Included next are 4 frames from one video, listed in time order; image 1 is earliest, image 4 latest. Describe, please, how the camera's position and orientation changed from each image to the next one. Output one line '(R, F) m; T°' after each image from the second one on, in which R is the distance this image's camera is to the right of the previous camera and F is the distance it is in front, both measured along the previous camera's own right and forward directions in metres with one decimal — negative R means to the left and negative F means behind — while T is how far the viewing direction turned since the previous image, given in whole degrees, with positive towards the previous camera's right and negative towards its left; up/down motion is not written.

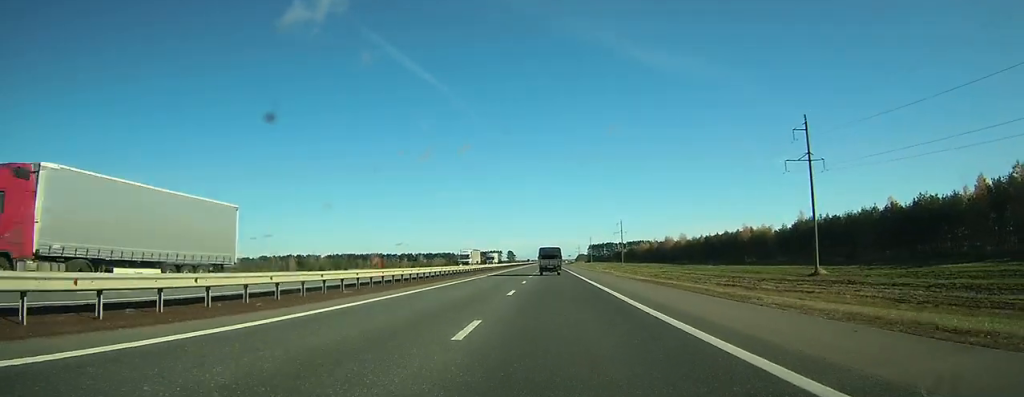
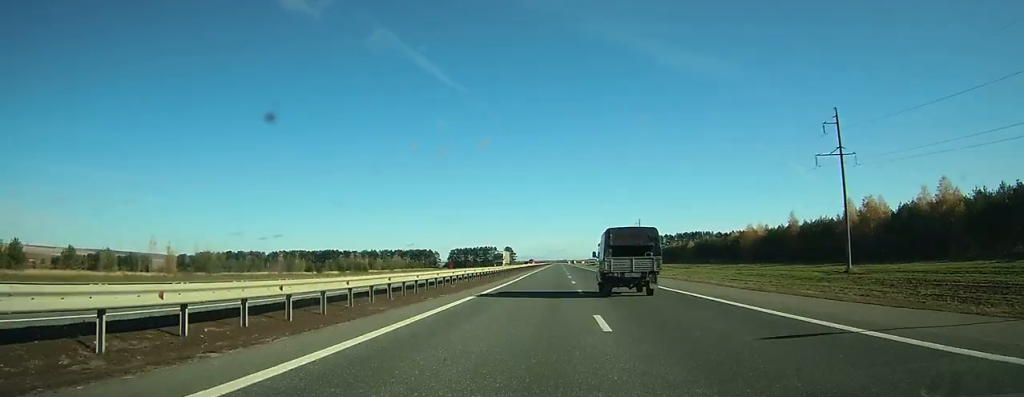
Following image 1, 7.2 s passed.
(-1.8, +199.1) m; -1°
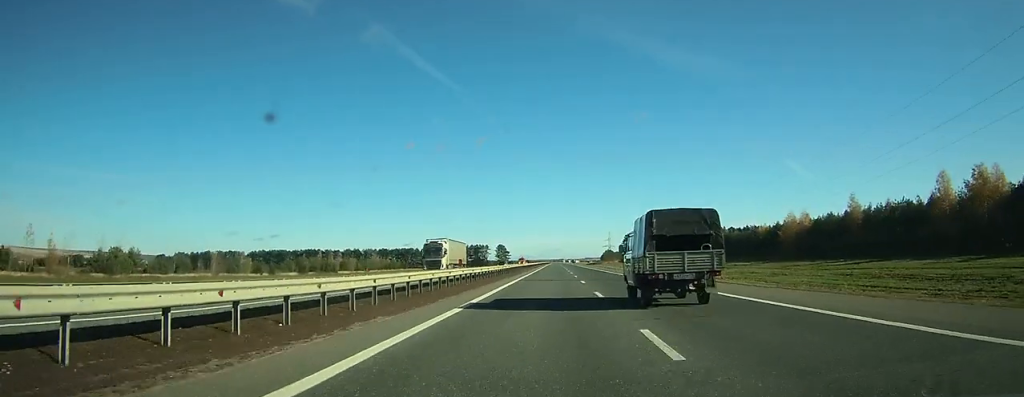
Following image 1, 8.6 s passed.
(-0.1, +38.4) m; 0°
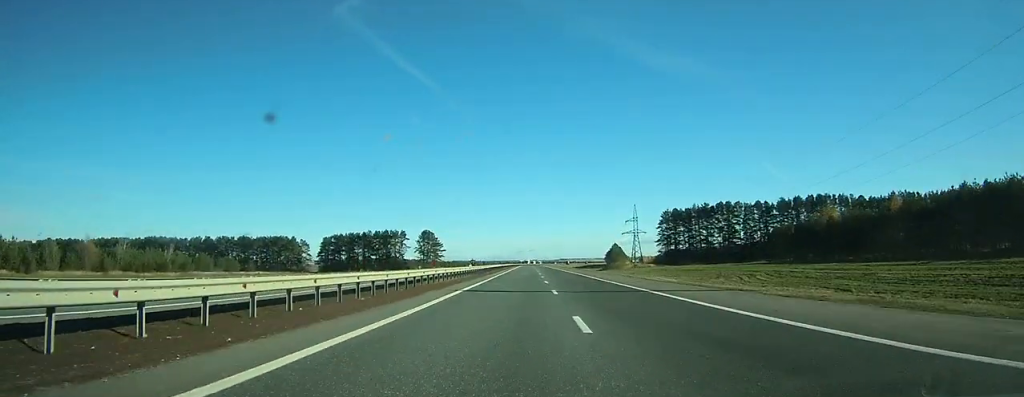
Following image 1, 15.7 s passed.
(+4.2, +193.8) m; +2°
